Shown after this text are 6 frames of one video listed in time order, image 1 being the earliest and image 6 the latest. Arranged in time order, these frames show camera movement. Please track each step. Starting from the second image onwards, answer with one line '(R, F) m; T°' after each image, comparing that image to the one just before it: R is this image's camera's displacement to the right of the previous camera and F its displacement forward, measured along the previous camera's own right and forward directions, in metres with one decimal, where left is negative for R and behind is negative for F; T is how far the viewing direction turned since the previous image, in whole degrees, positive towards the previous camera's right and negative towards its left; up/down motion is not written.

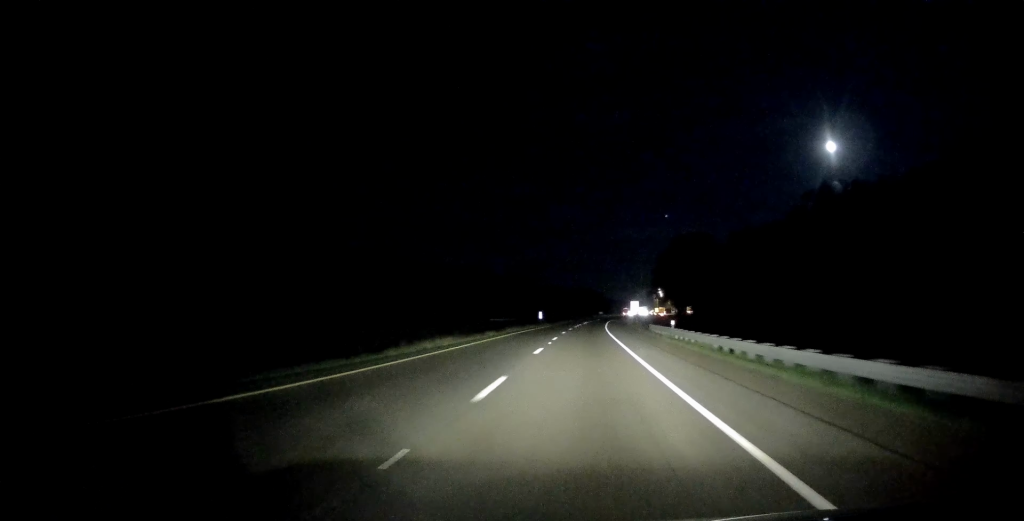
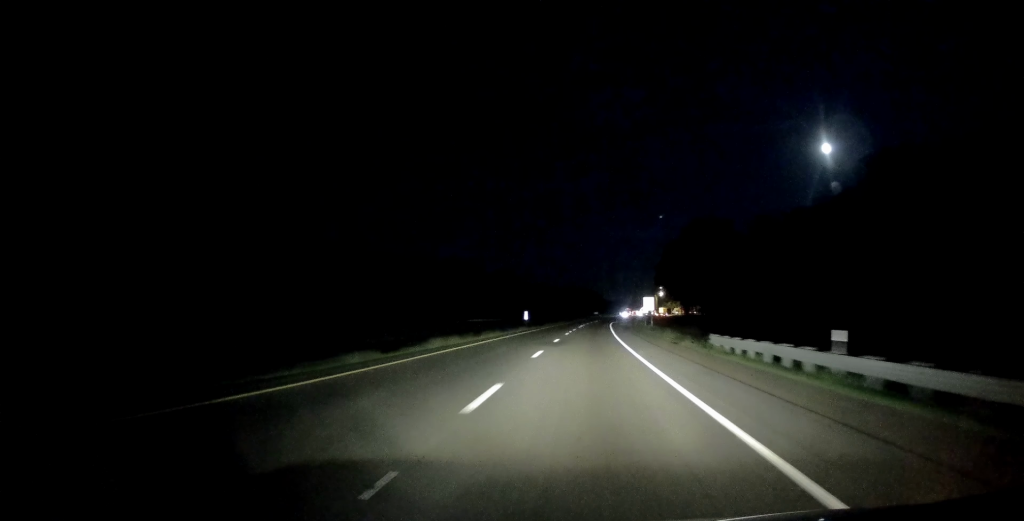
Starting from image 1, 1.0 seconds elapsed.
(+0.2, +25.8) m; 0°
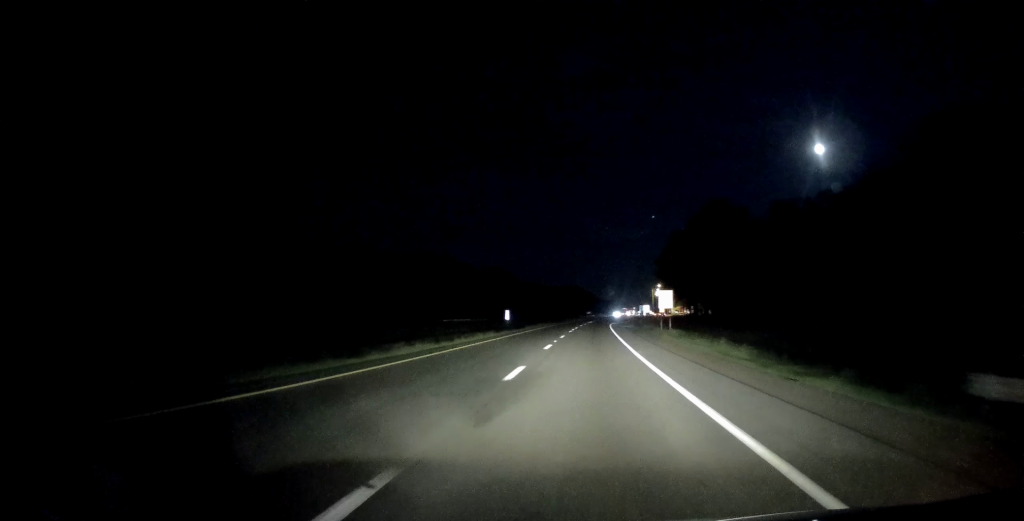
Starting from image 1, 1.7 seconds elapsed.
(0.0, +19.5) m; +1°
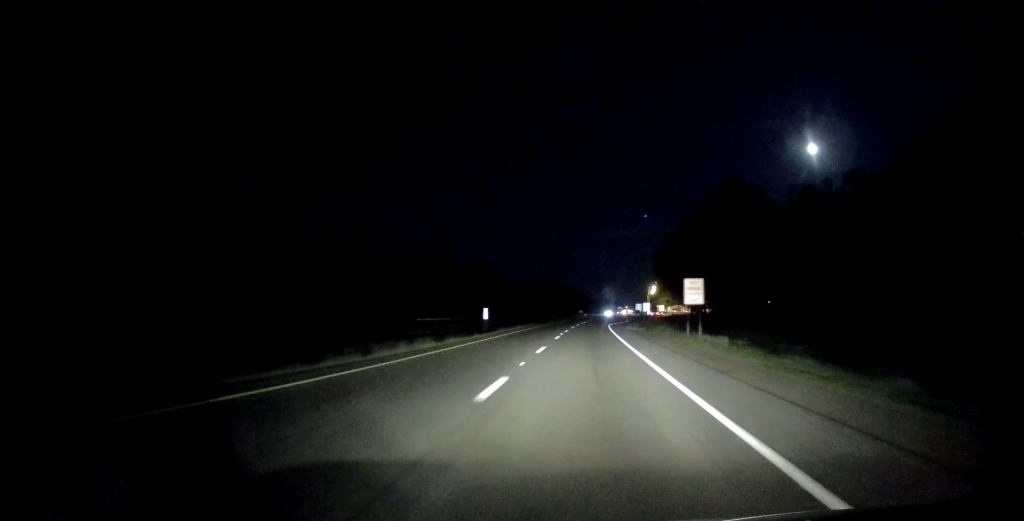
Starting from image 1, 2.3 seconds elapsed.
(-0.1, +16.0) m; +1°
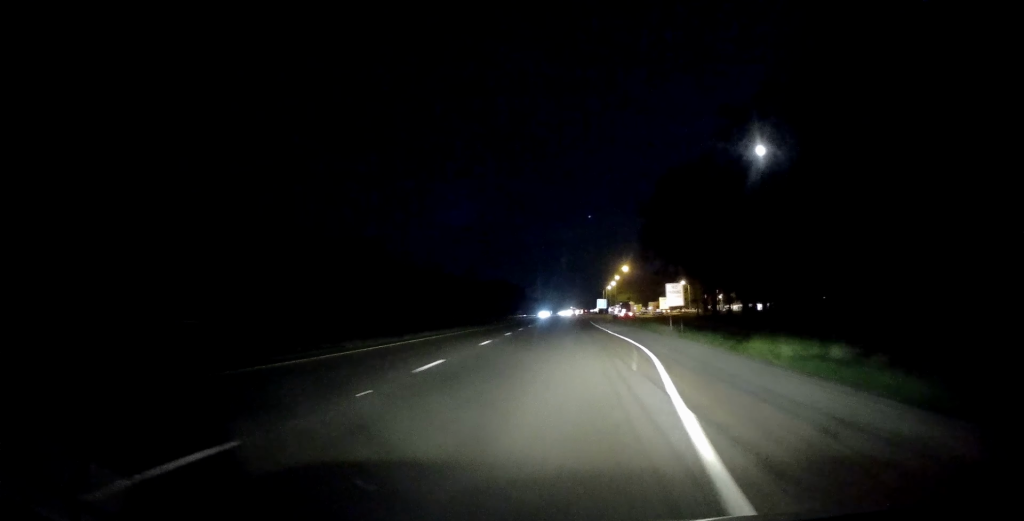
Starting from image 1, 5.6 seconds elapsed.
(+3.3, +83.3) m; +5°
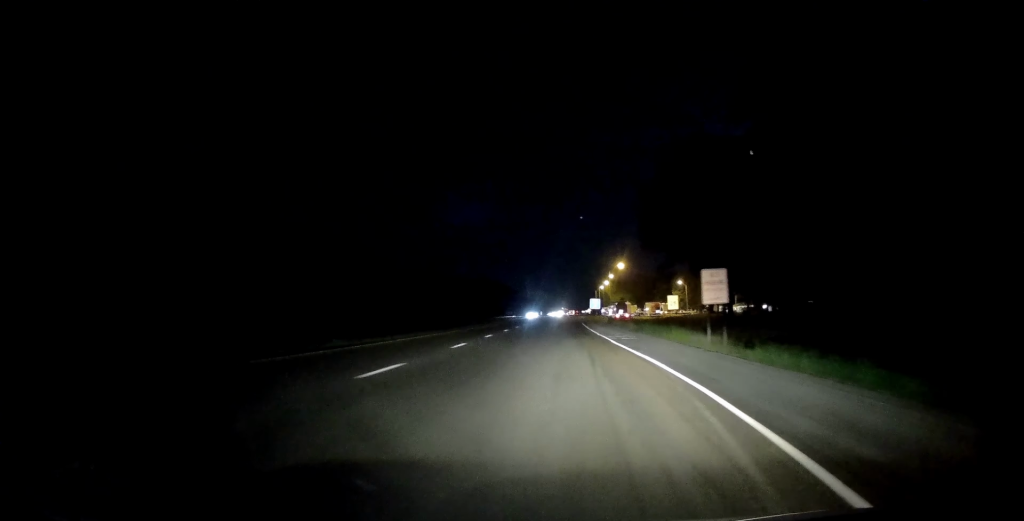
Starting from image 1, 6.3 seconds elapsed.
(+0.2, +15.0) m; +1°
